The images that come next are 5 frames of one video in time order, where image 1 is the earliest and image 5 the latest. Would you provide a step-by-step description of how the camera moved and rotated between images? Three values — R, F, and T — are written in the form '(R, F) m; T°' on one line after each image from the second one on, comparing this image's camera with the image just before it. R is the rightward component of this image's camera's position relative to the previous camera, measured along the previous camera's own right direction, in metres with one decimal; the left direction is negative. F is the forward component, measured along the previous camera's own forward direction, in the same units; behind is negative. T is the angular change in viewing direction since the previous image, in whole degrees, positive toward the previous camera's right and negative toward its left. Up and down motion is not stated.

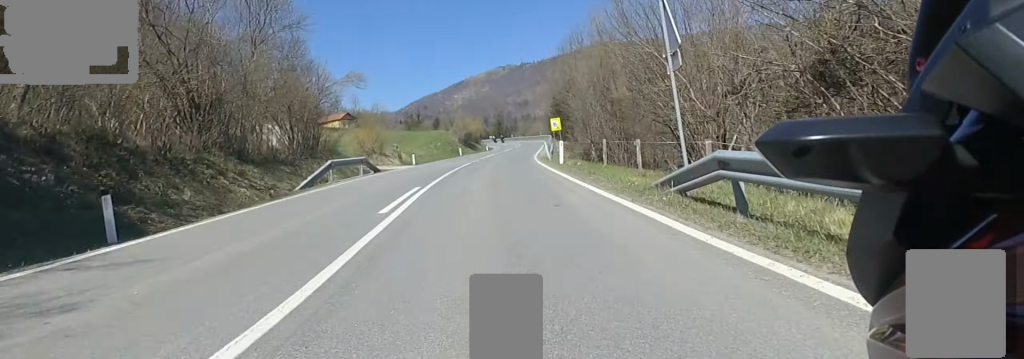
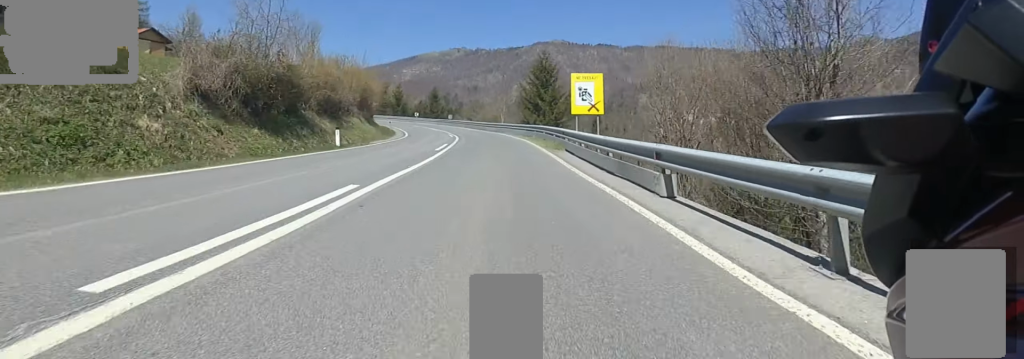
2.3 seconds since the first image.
(-0.5, +47.5) m; -3°
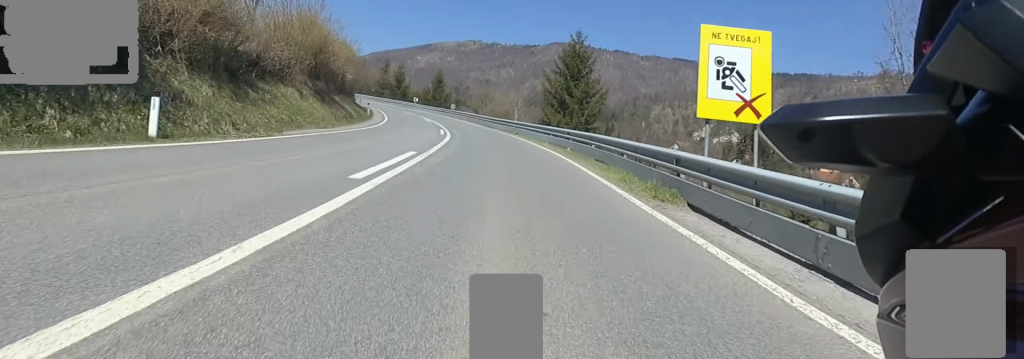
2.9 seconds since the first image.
(0.0, +10.8) m; -1°
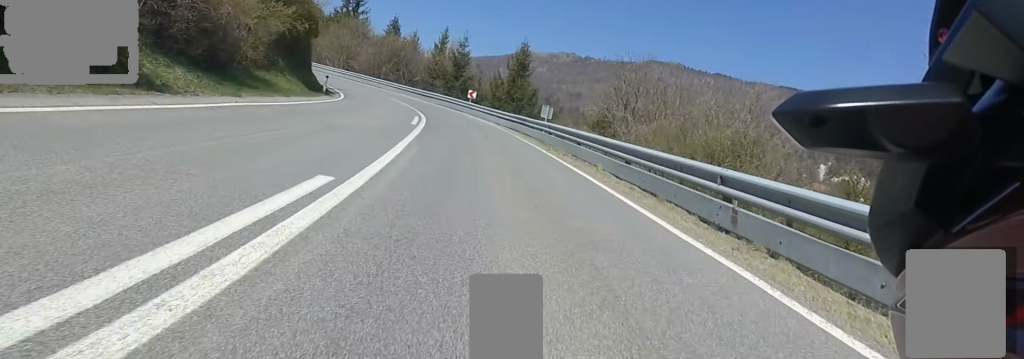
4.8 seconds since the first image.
(-0.7, +36.6) m; -5°
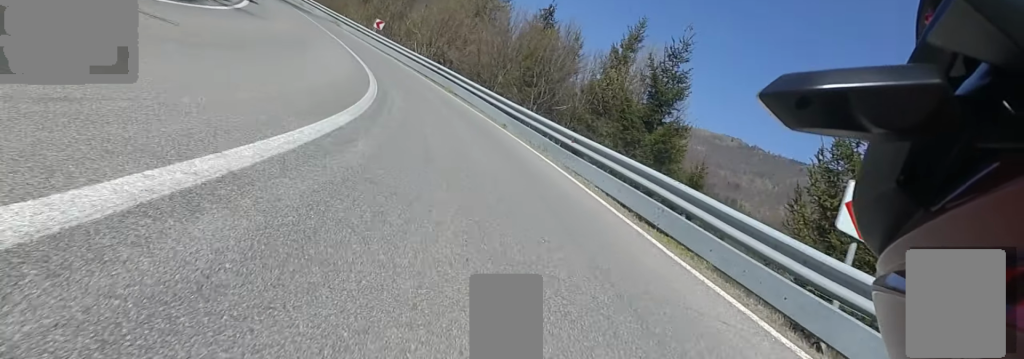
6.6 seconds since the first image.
(-6.7, +29.7) m; -44°
